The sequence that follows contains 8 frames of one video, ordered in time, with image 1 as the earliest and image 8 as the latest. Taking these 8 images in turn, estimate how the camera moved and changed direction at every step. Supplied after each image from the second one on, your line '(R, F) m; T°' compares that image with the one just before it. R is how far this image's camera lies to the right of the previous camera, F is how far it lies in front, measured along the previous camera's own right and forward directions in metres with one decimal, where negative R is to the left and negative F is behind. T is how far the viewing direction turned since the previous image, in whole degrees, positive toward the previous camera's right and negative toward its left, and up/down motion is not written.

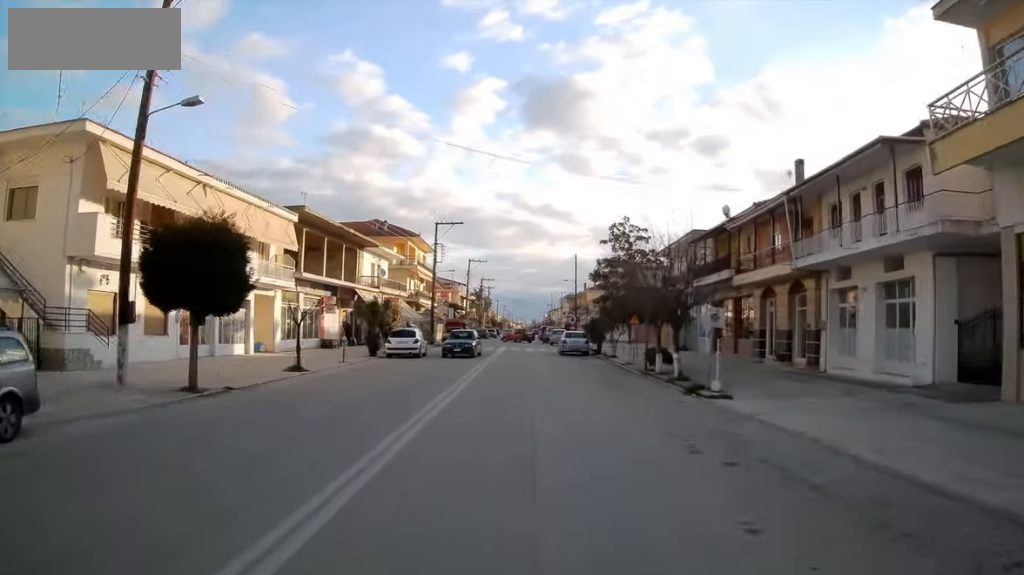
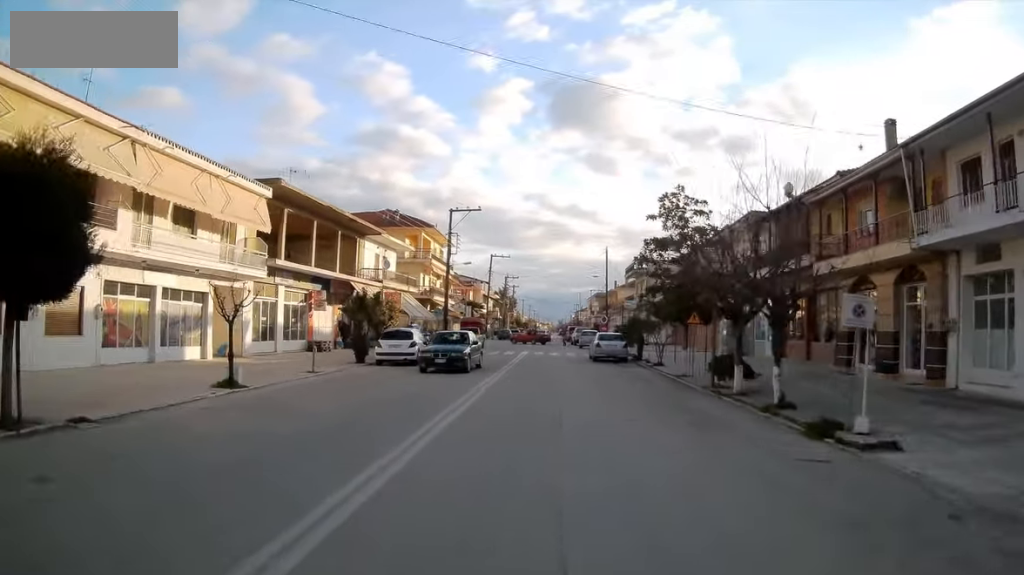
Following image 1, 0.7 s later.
(-0.3, +6.9) m; -2°
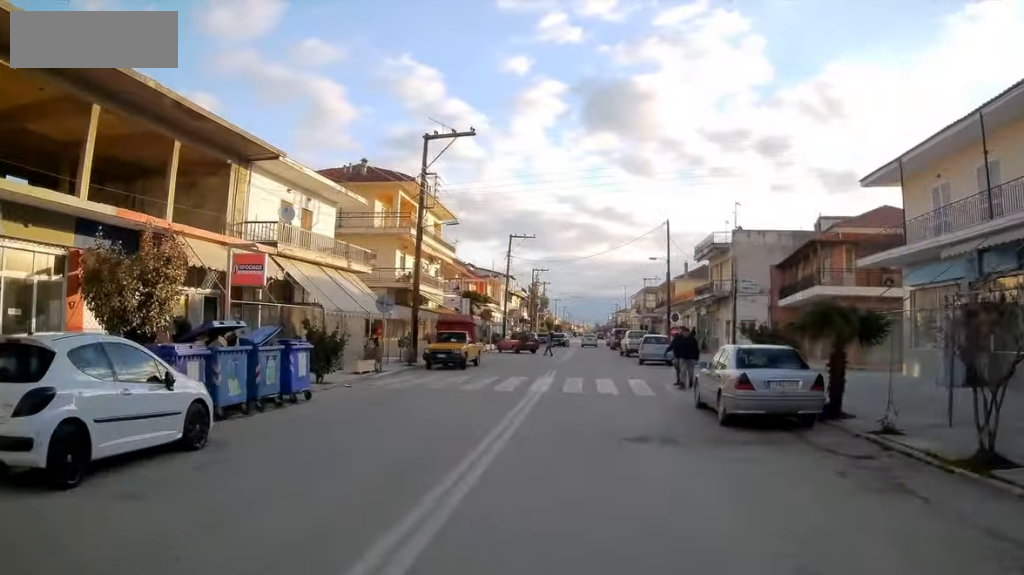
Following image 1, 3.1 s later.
(-1.2, +22.0) m; -4°
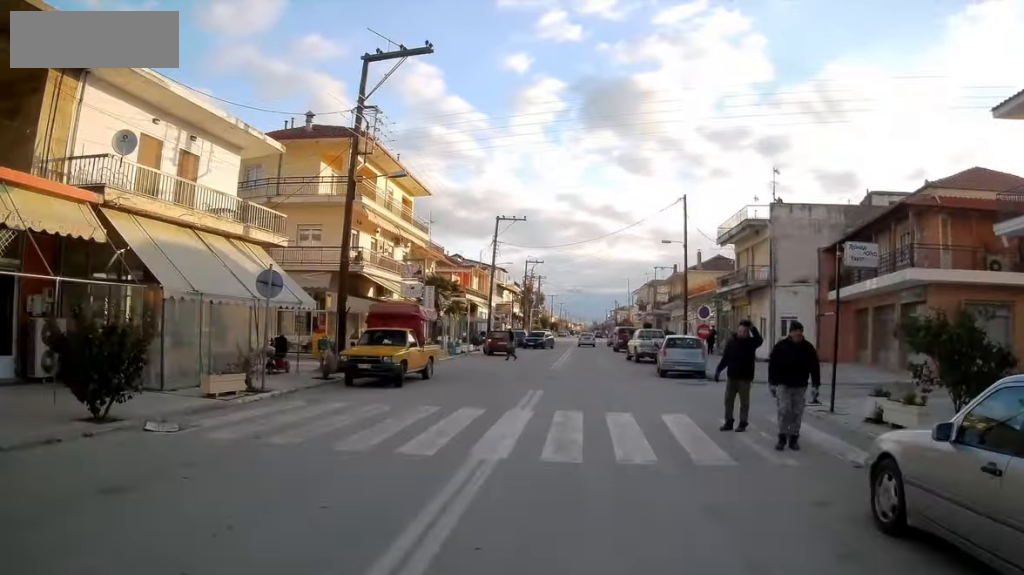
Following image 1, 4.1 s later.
(+0.3, +10.0) m; +2°
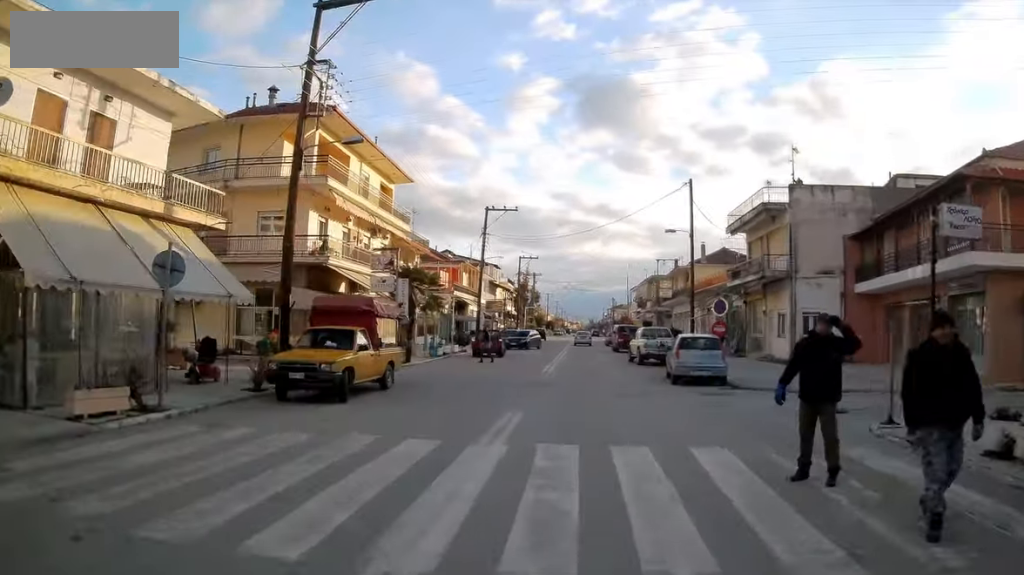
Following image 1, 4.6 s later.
(0.0, +4.2) m; 0°
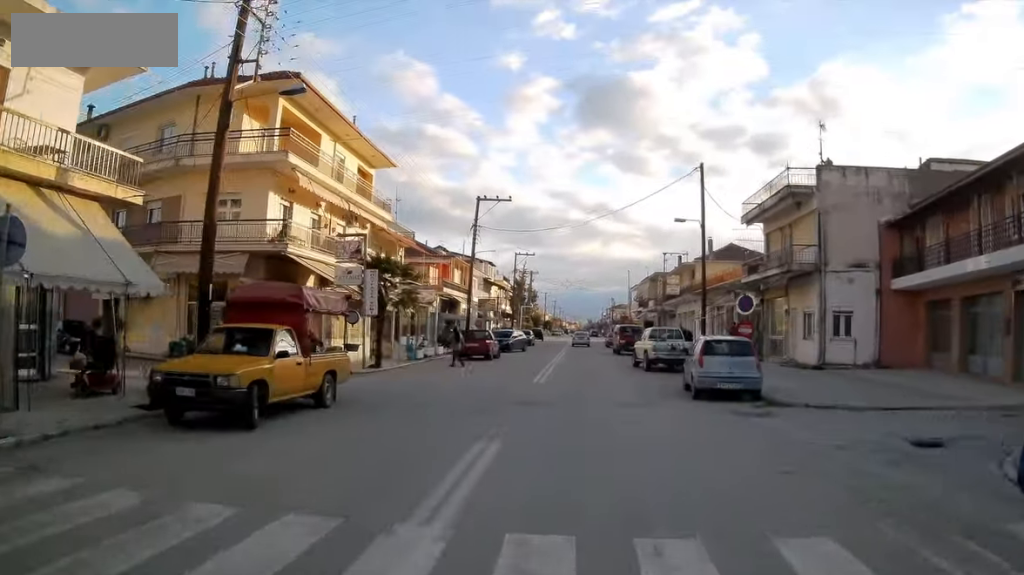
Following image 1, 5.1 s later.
(0.0, +4.2) m; -1°
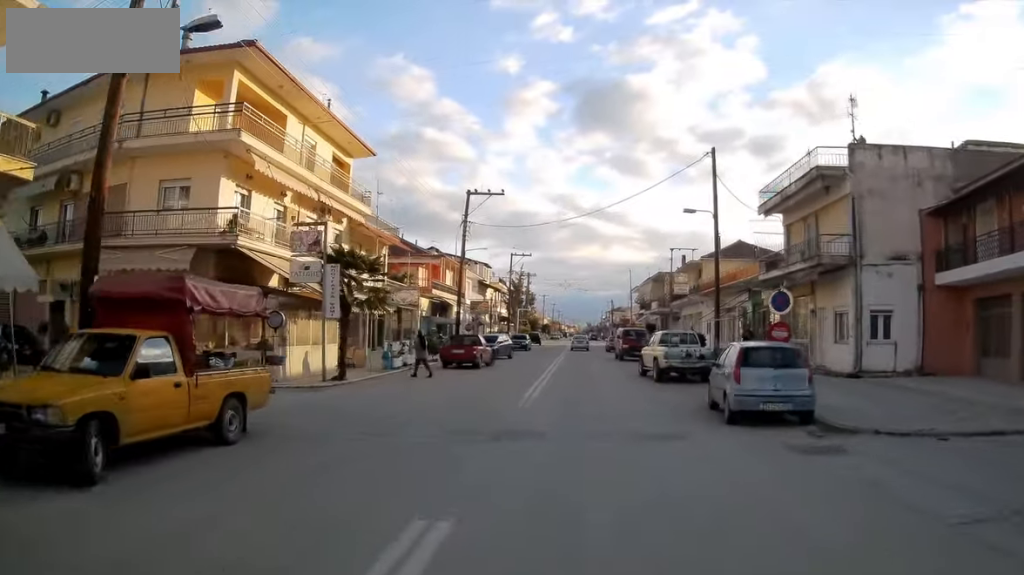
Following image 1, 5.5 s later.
(-0.1, +3.9) m; -1°
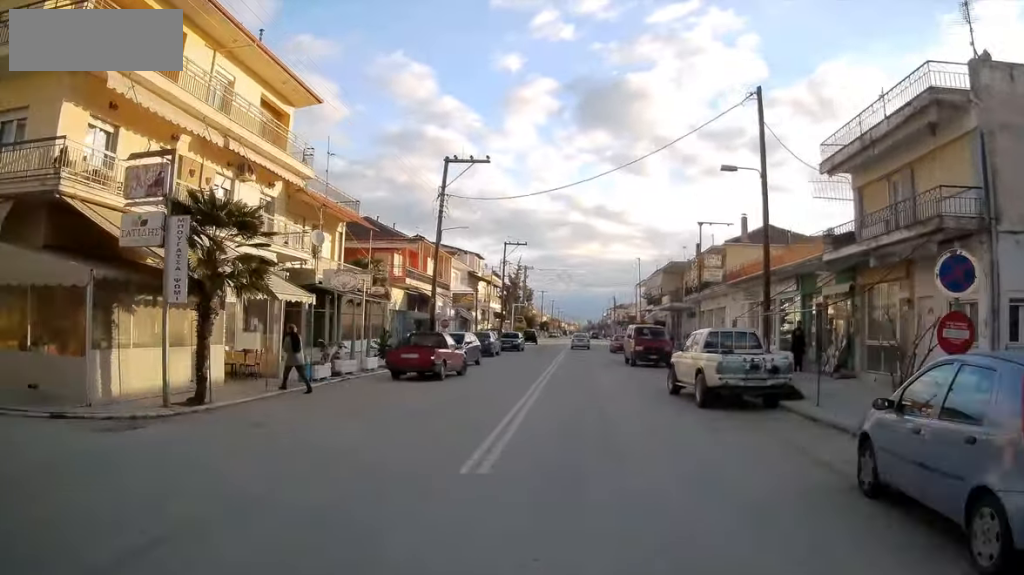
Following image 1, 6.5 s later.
(-0.2, +8.6) m; 0°
